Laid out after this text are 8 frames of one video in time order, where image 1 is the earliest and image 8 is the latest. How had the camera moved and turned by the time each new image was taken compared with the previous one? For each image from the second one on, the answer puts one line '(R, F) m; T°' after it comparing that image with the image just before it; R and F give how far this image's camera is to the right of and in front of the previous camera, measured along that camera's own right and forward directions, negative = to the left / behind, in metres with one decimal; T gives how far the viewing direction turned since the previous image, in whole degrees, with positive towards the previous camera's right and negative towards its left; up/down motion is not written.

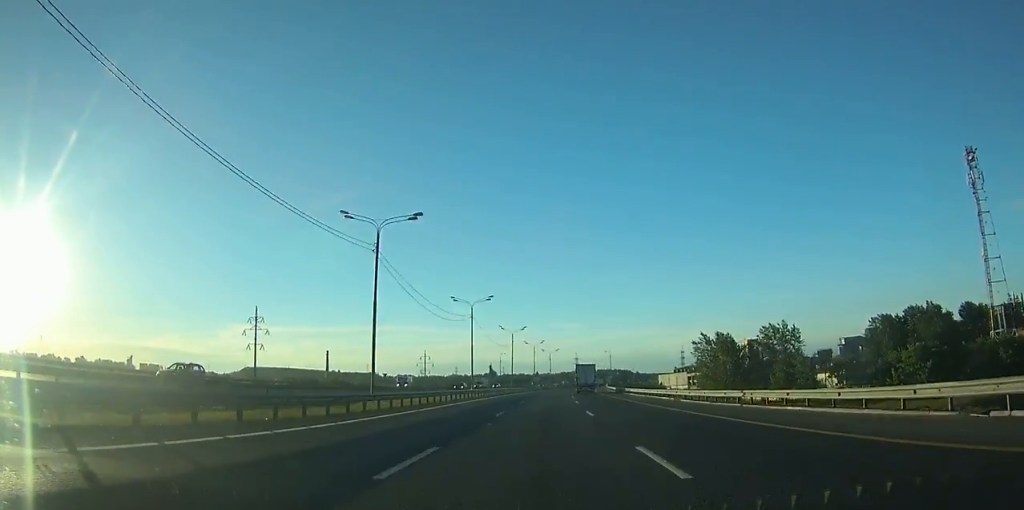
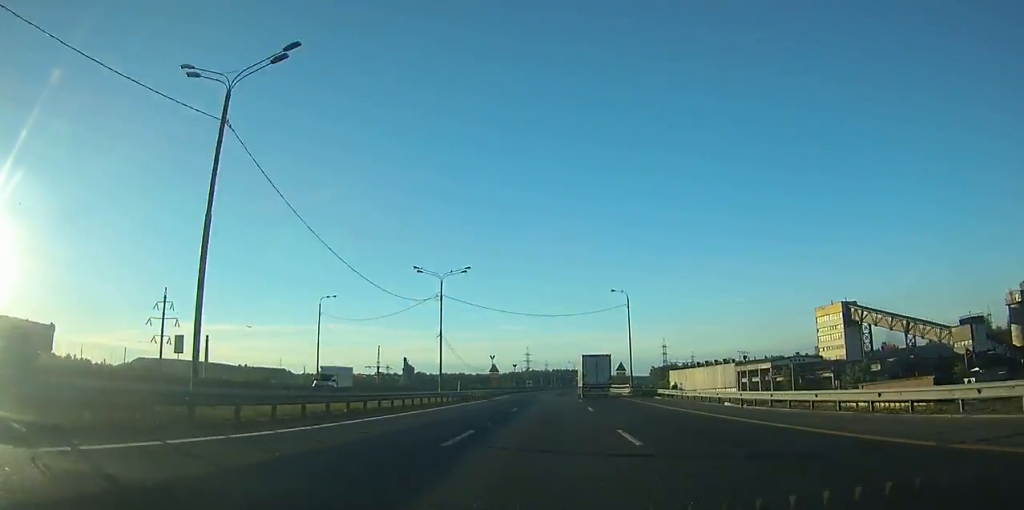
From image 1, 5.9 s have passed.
(+4.8, +149.9) m; +4°
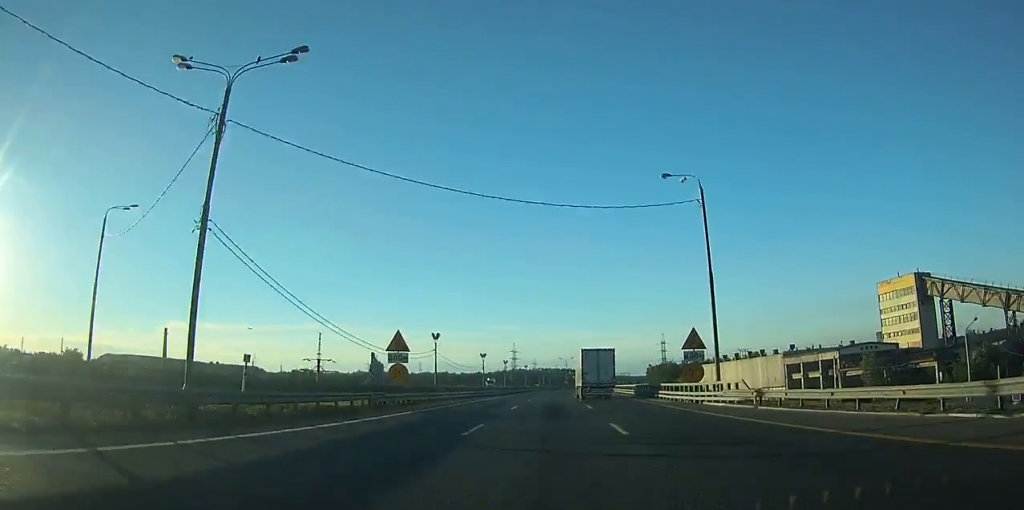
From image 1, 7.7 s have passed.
(+0.6, +45.7) m; +1°
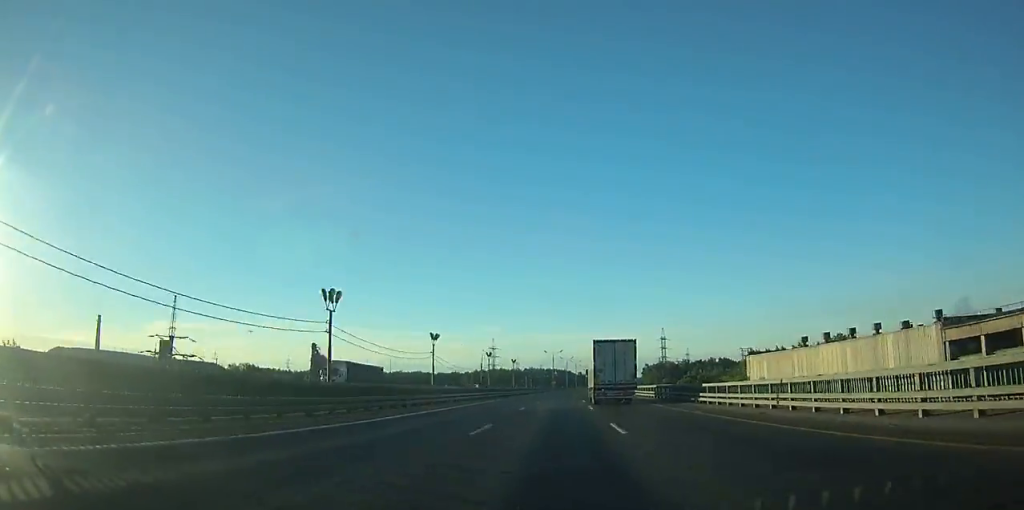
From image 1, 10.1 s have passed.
(+1.0, +63.2) m; +2°
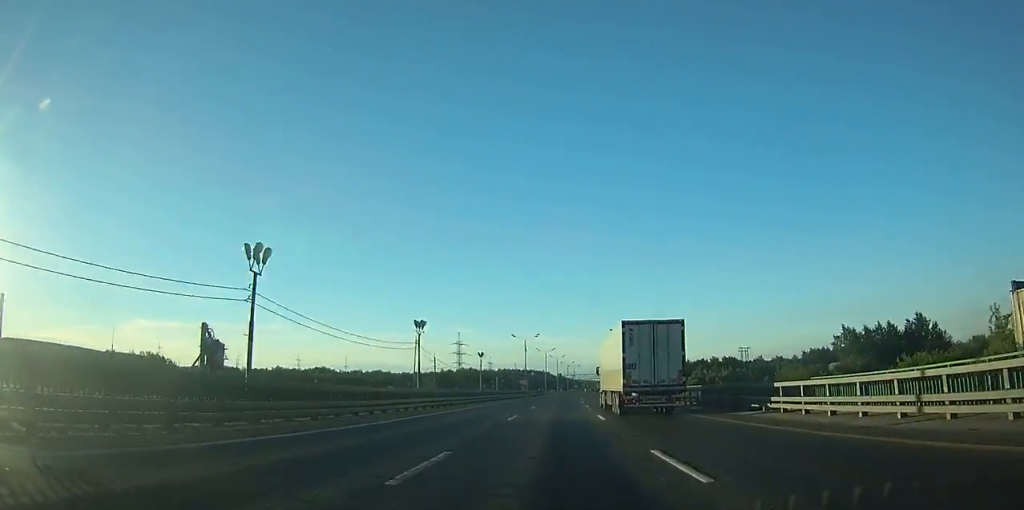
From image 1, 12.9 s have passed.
(+1.2, +76.0) m; +2°
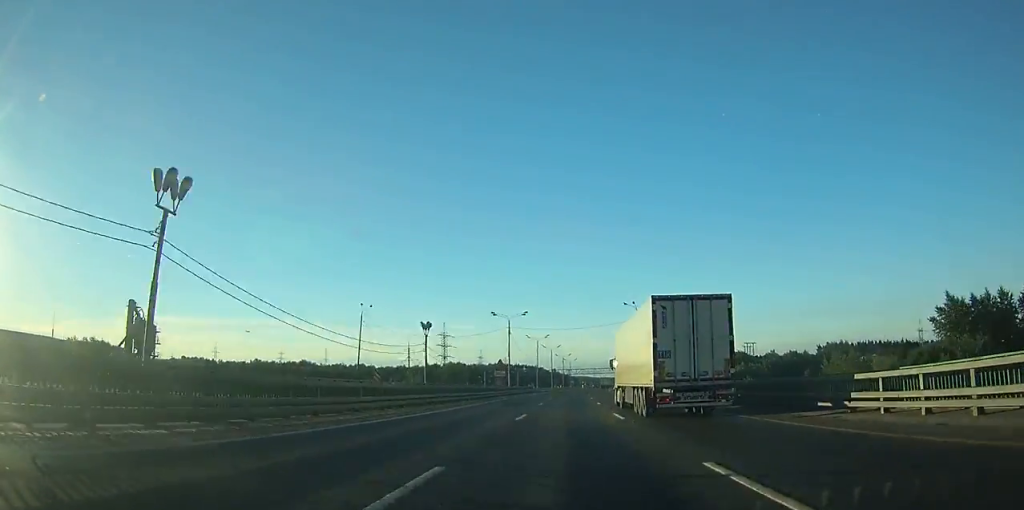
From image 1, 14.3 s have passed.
(0.0, +37.2) m; +1°
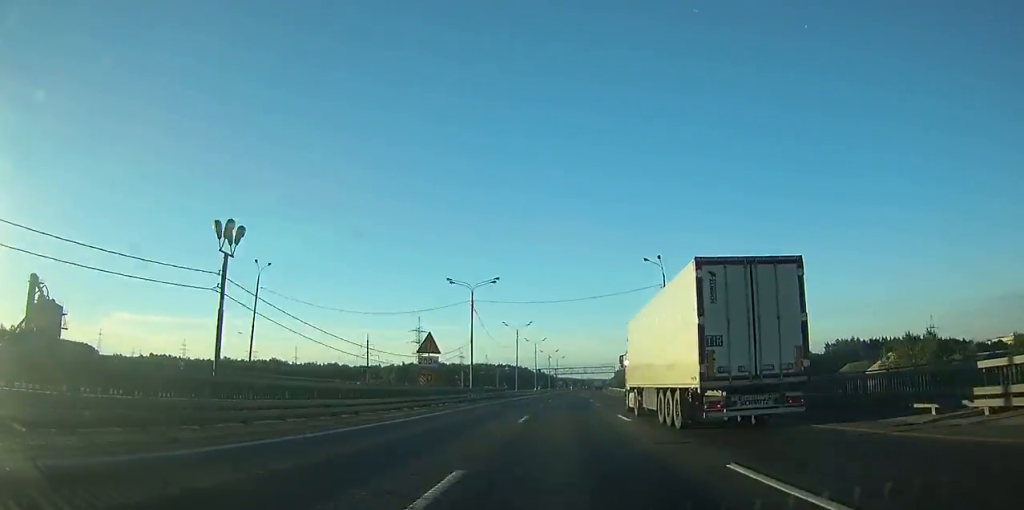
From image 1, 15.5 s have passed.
(+0.5, +33.6) m; +1°
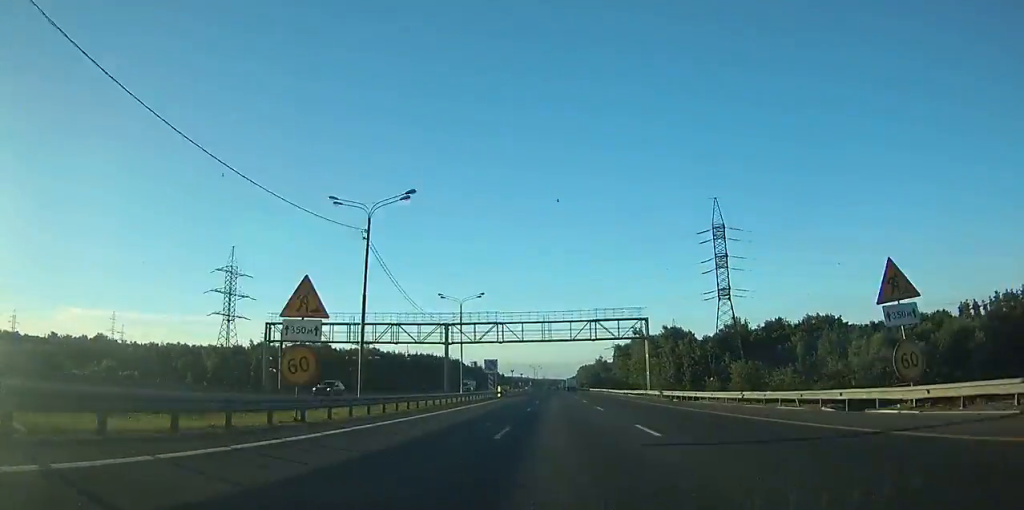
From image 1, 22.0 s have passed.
(+7.5, +167.1) m; +4°
